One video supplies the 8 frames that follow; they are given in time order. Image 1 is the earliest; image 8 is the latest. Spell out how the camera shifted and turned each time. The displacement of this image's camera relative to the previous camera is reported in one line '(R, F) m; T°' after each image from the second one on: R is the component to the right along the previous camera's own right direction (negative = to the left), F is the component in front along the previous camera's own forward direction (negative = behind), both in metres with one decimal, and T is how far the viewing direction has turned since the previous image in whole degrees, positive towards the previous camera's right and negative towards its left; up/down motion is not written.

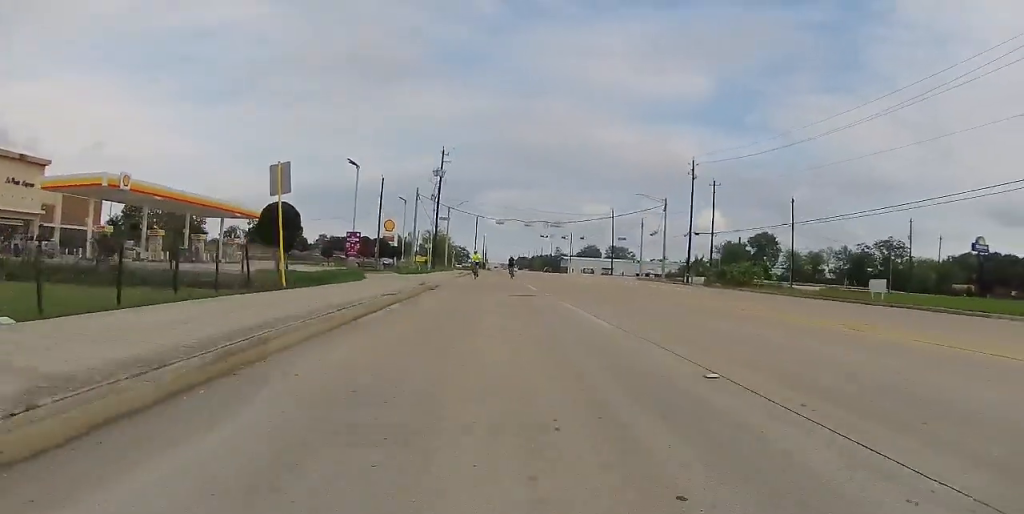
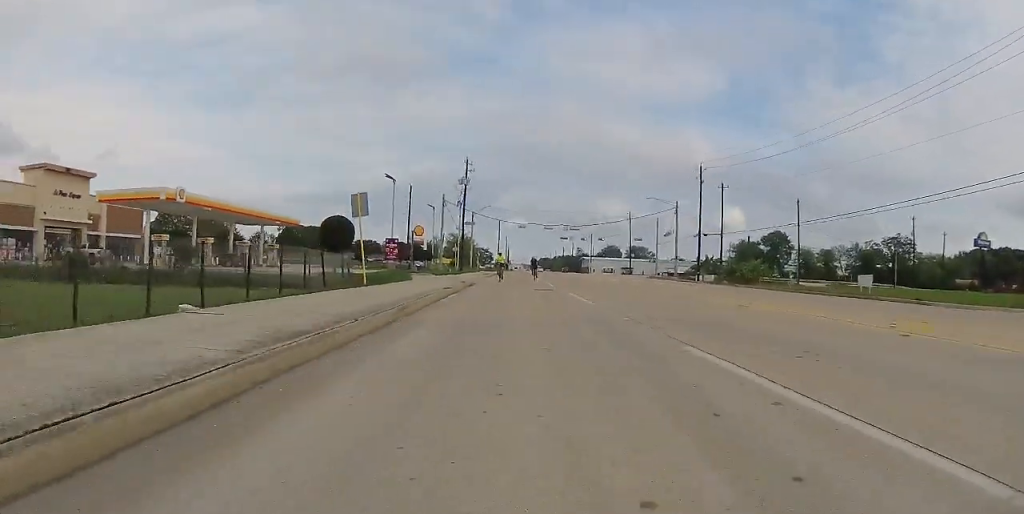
(-0.1, +5.1) m; -1°
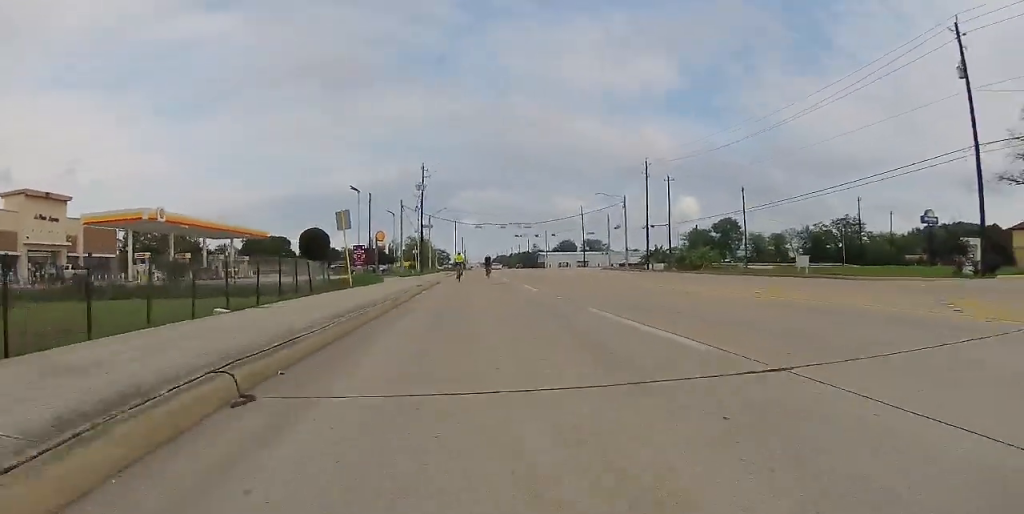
(-0.1, +3.8) m; -1°
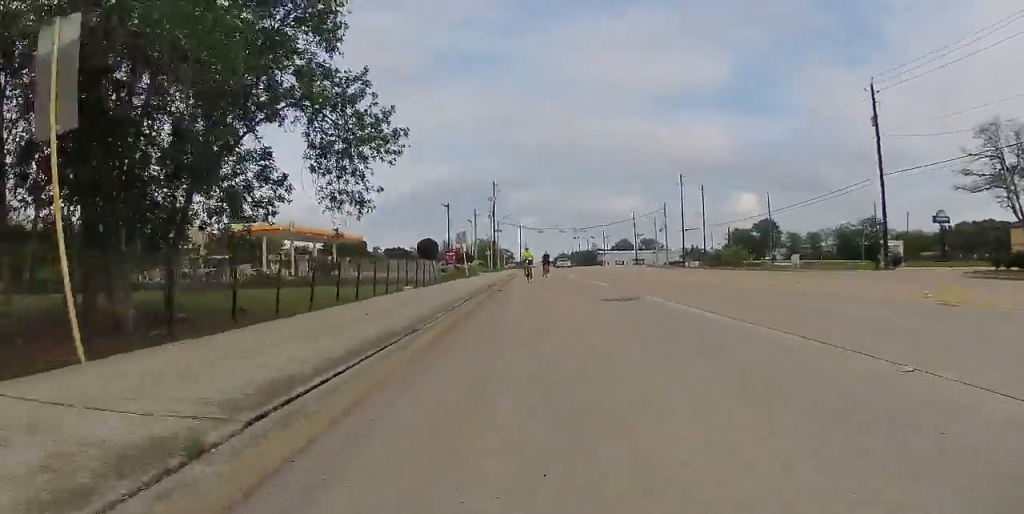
(0.0, +15.1) m; 0°
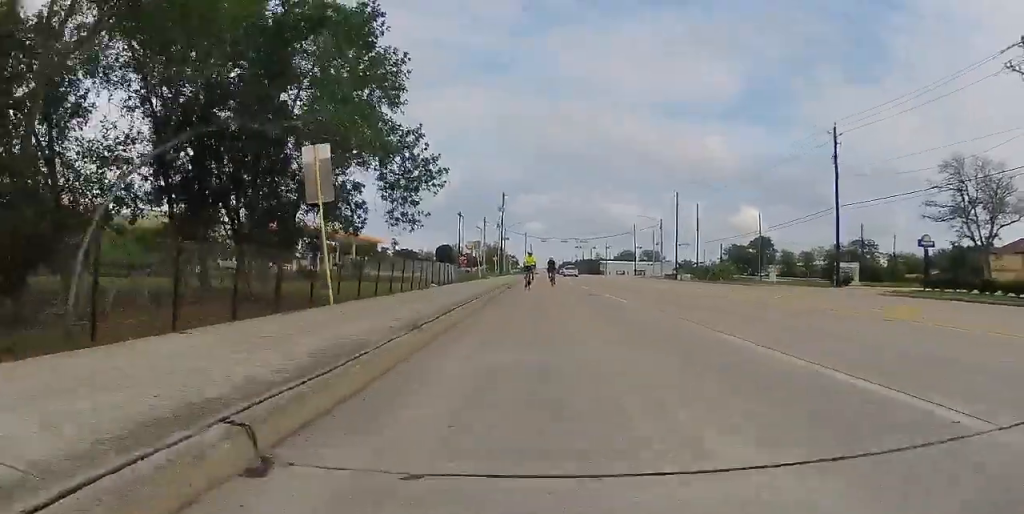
(0.0, +7.4) m; 0°
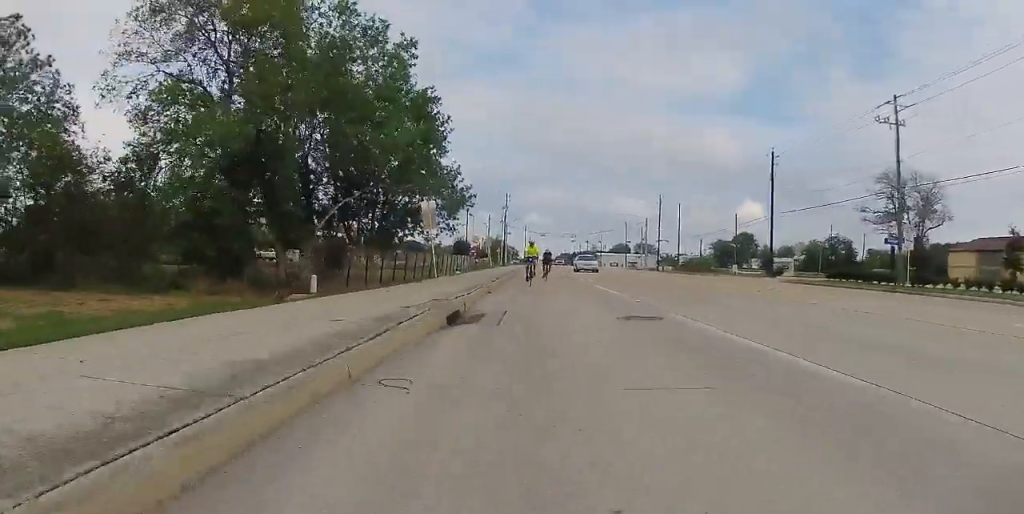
(-0.3, +13.1) m; -3°
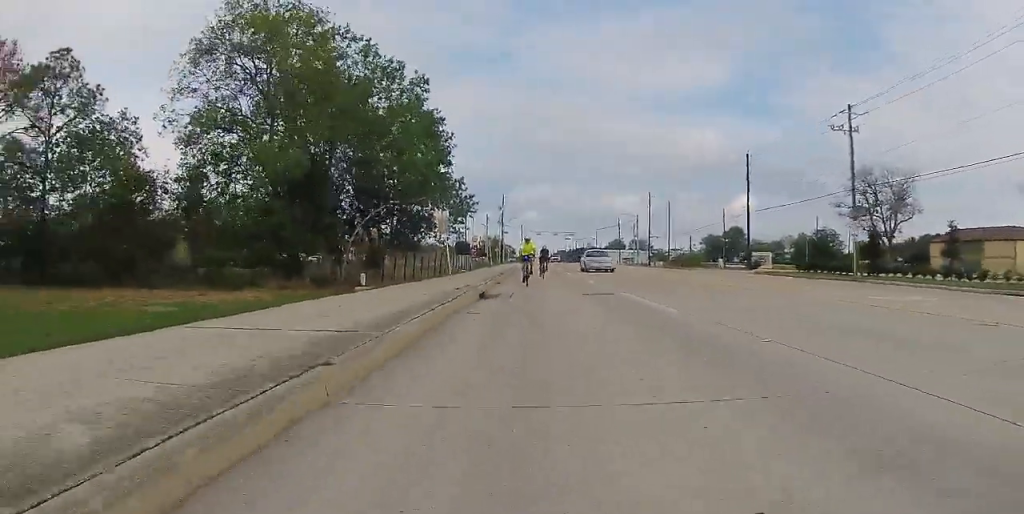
(-0.1, +5.2) m; 0°
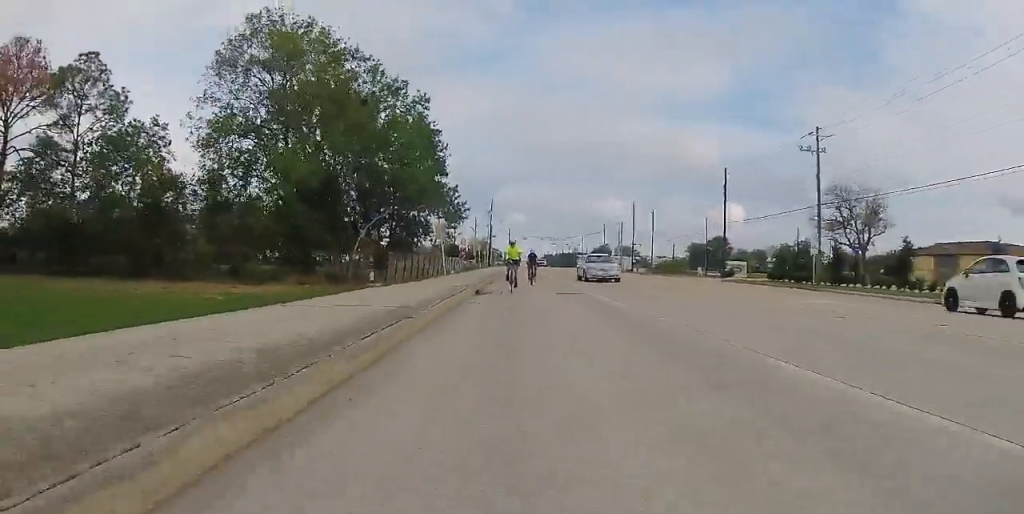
(0.0, +3.5) m; +1°
